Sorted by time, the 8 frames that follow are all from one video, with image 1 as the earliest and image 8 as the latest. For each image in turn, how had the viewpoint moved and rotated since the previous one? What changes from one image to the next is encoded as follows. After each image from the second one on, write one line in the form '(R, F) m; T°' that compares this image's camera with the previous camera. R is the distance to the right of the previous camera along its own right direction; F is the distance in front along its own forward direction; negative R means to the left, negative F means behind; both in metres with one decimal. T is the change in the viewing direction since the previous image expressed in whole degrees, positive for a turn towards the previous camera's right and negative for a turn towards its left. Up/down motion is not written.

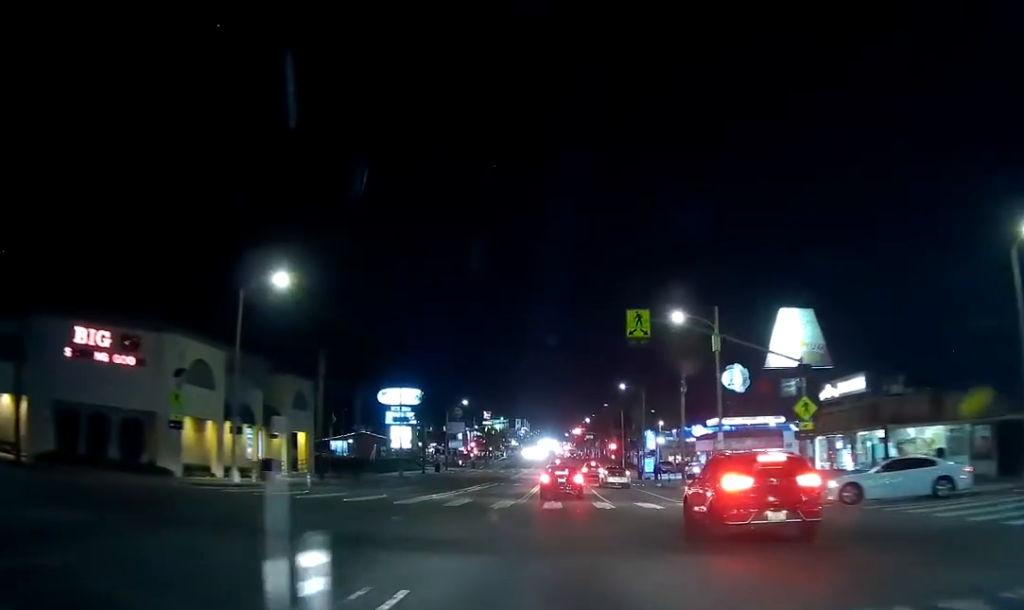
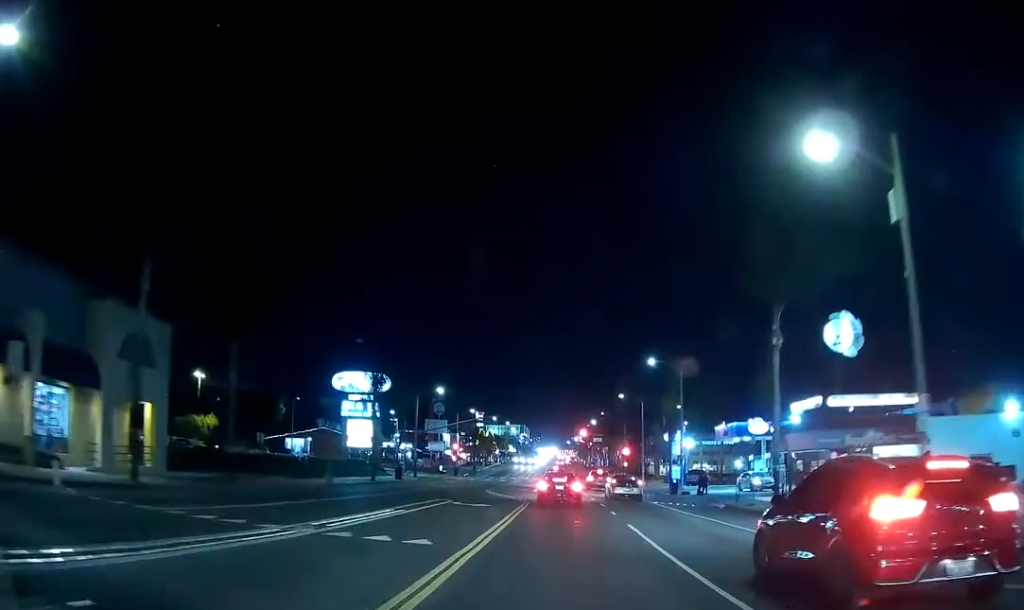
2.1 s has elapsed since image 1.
(0.0, +24.3) m; -4°
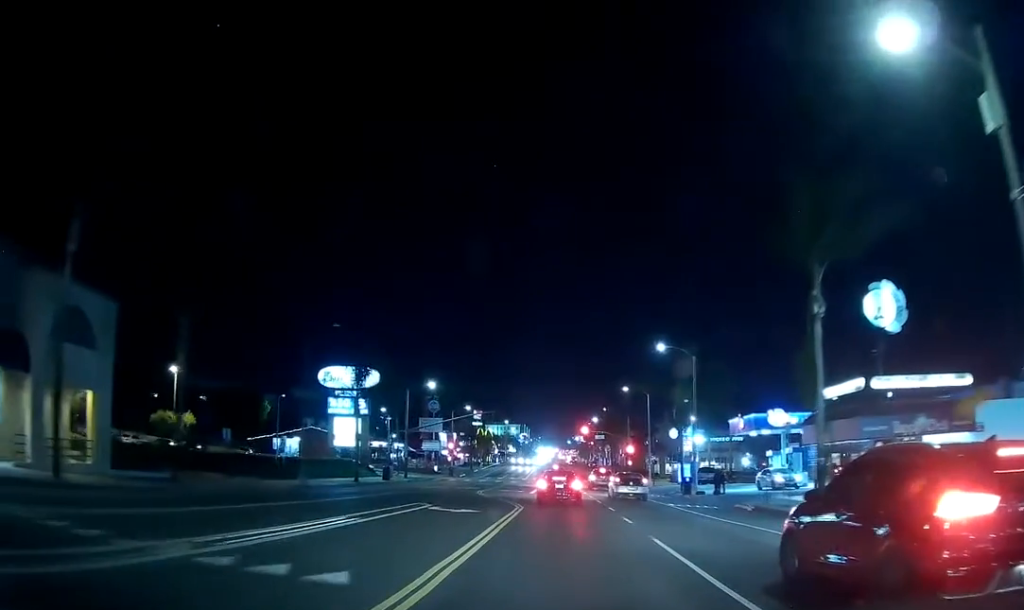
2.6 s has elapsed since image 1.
(-0.5, +6.0) m; 0°
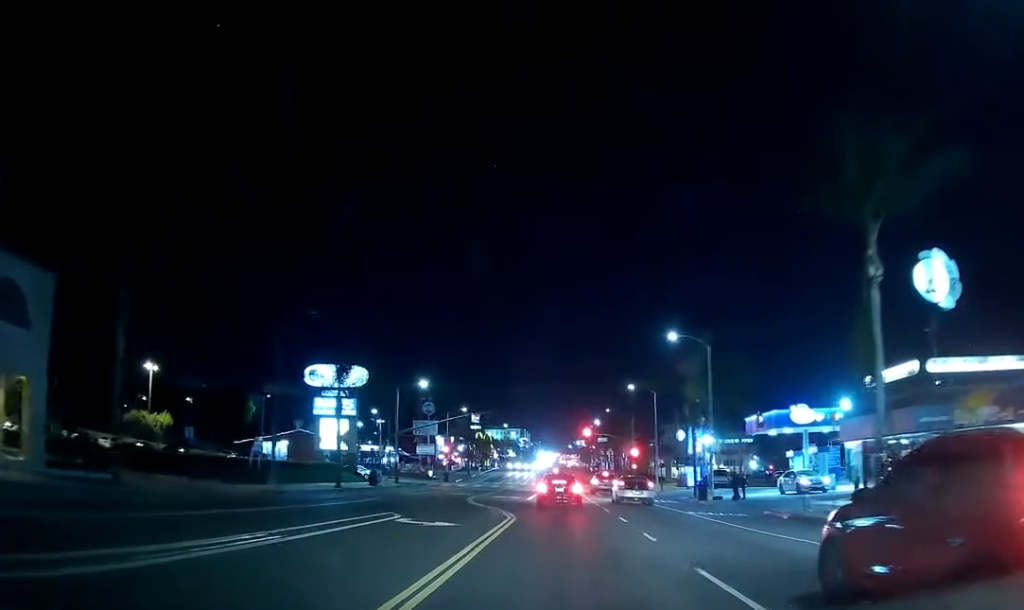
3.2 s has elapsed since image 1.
(-0.2, +5.8) m; 0°
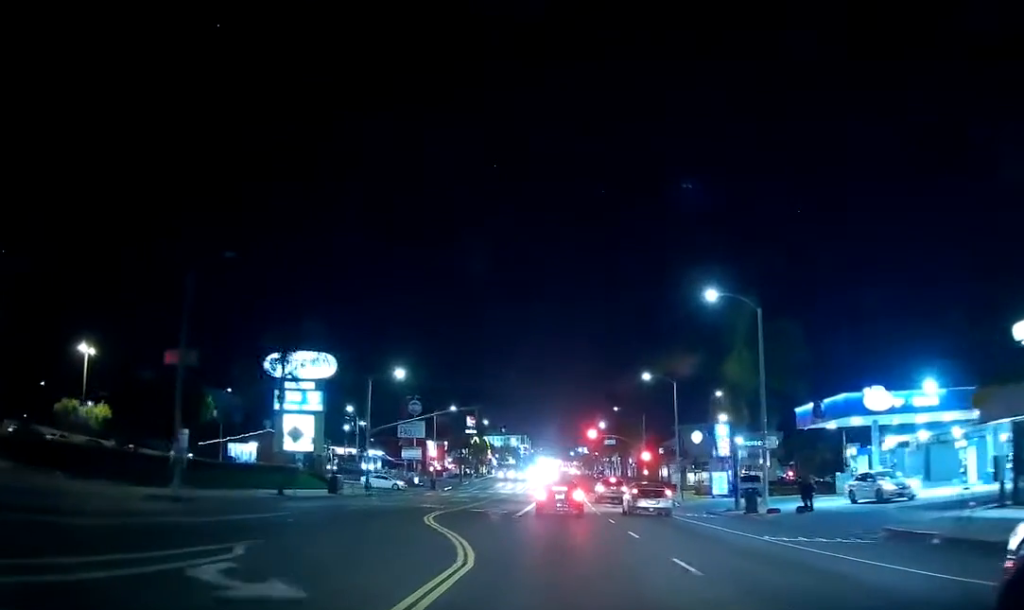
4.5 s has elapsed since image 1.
(+0.8, +12.2) m; +1°
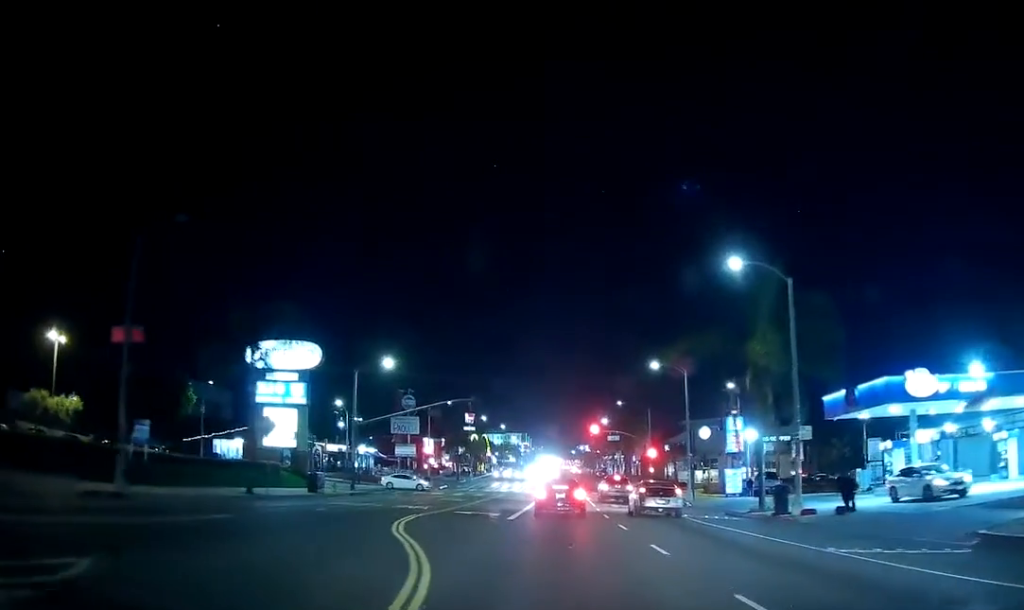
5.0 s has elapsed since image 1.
(+0.2, +4.7) m; -2°
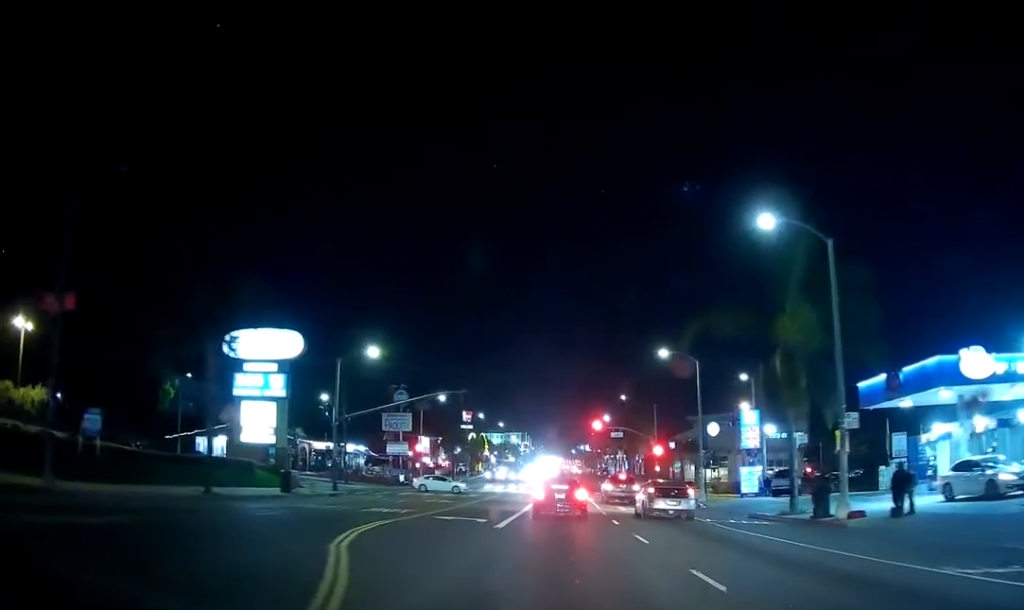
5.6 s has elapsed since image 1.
(-0.4, +4.7) m; 0°
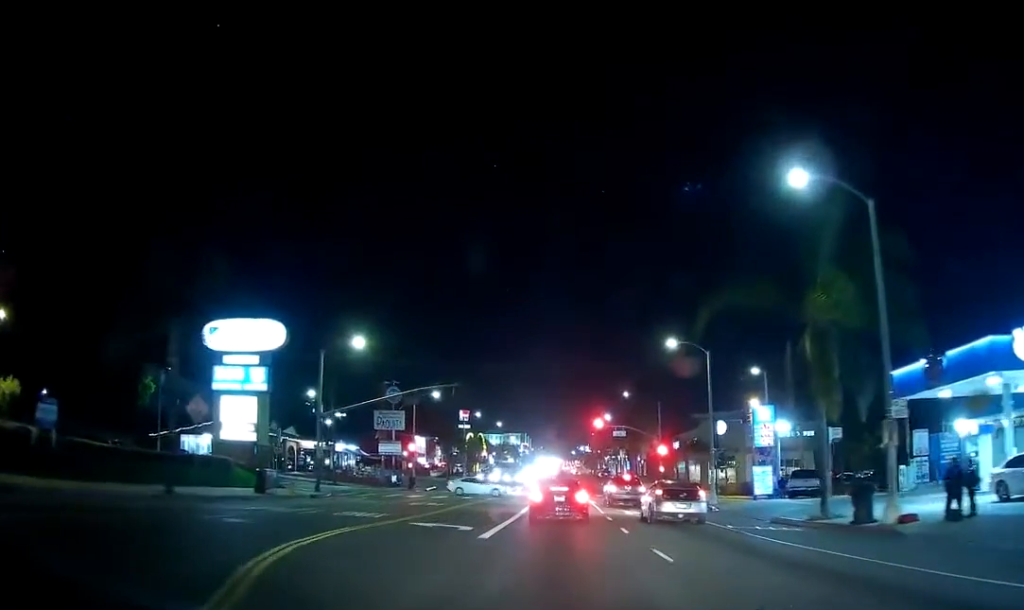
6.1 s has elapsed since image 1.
(-0.2, +3.6) m; 0°
